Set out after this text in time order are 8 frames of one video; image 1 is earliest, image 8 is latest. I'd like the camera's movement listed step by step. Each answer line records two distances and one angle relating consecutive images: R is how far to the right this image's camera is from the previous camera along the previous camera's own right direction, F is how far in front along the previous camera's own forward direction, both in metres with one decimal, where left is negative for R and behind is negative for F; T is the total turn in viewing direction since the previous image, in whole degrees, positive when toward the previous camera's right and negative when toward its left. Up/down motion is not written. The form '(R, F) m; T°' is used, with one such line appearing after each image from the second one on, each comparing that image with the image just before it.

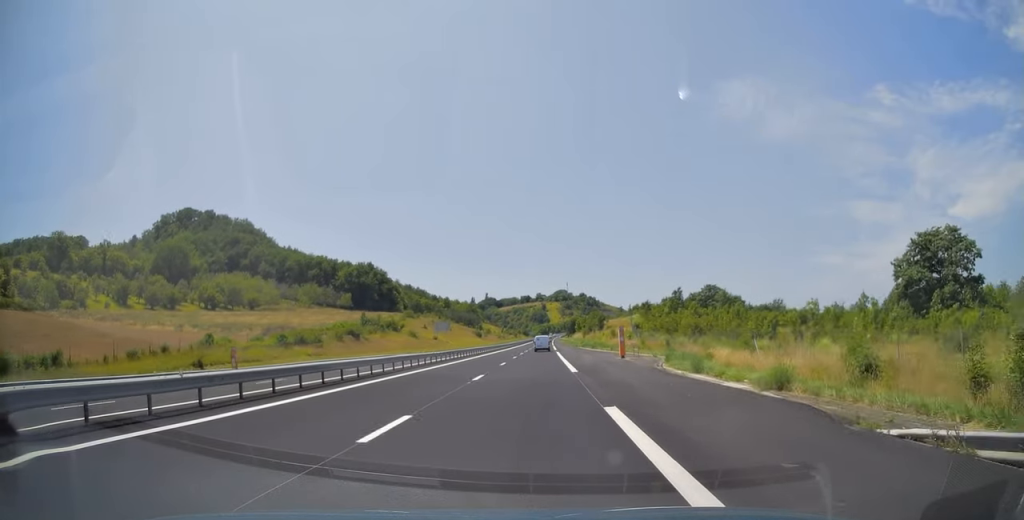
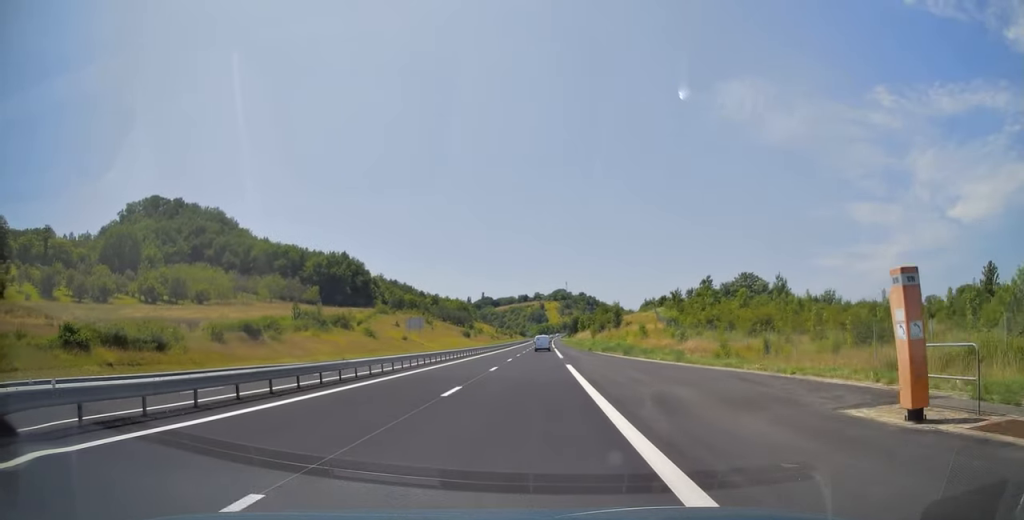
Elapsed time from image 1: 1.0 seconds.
(-0.2, +32.1) m; 0°
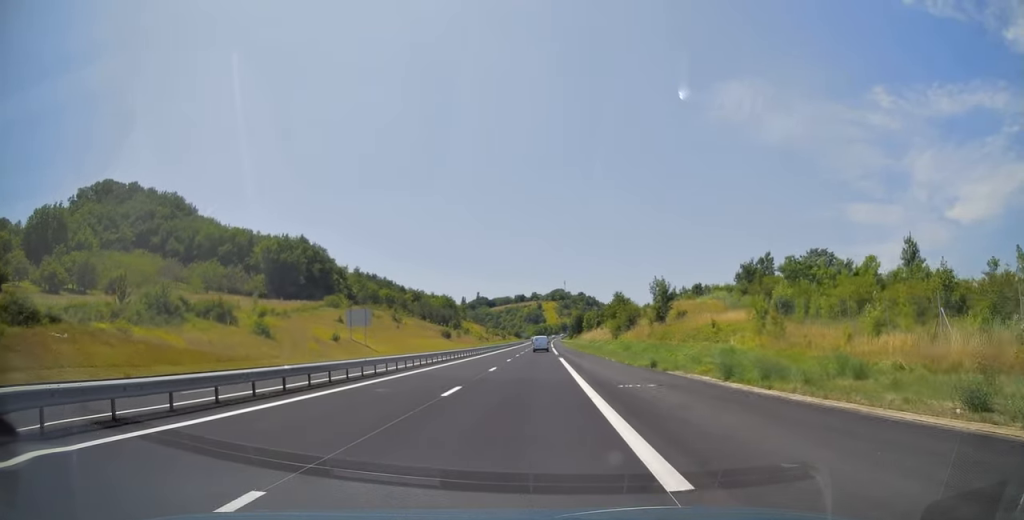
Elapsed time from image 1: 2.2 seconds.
(+0.3, +39.0) m; 0°
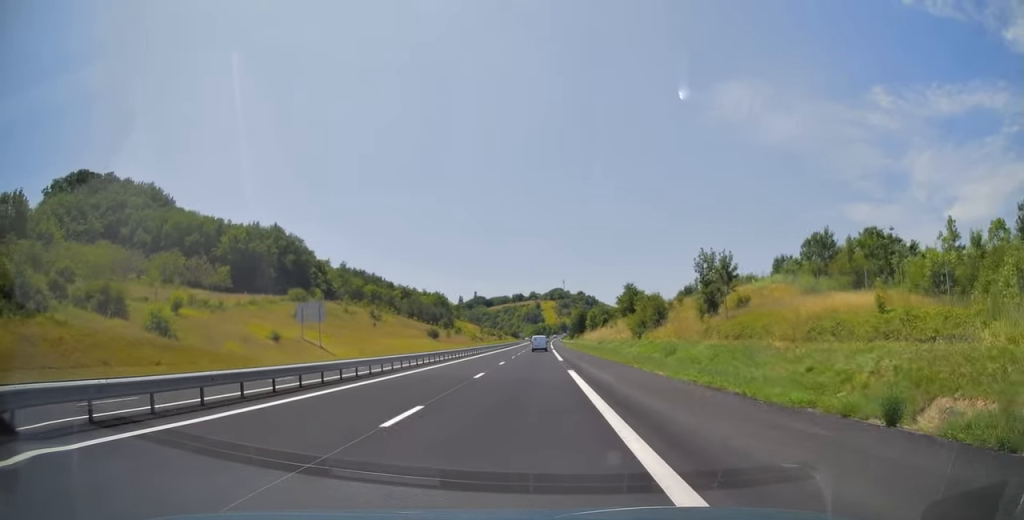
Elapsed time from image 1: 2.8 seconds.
(0.0, +18.7) m; 0°
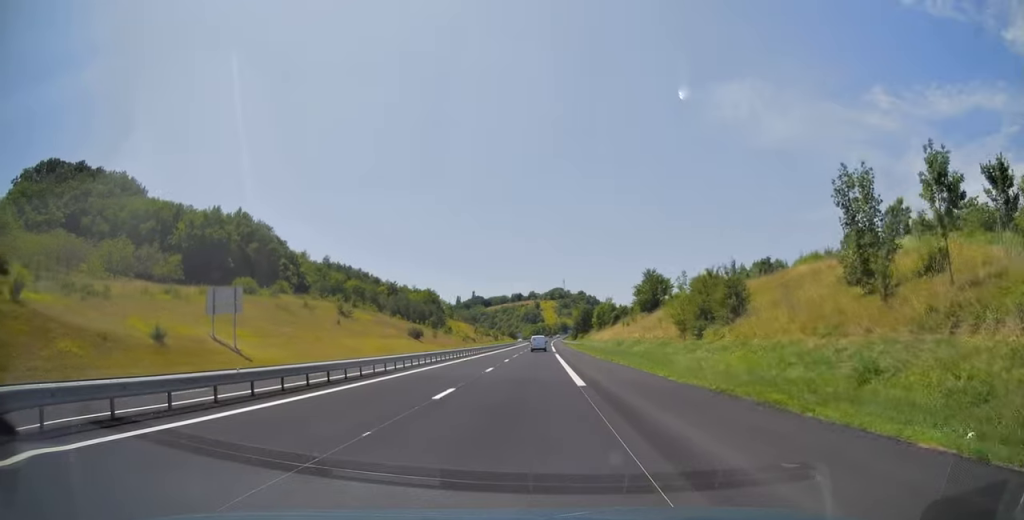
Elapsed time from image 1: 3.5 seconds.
(0.0, +21.3) m; 0°
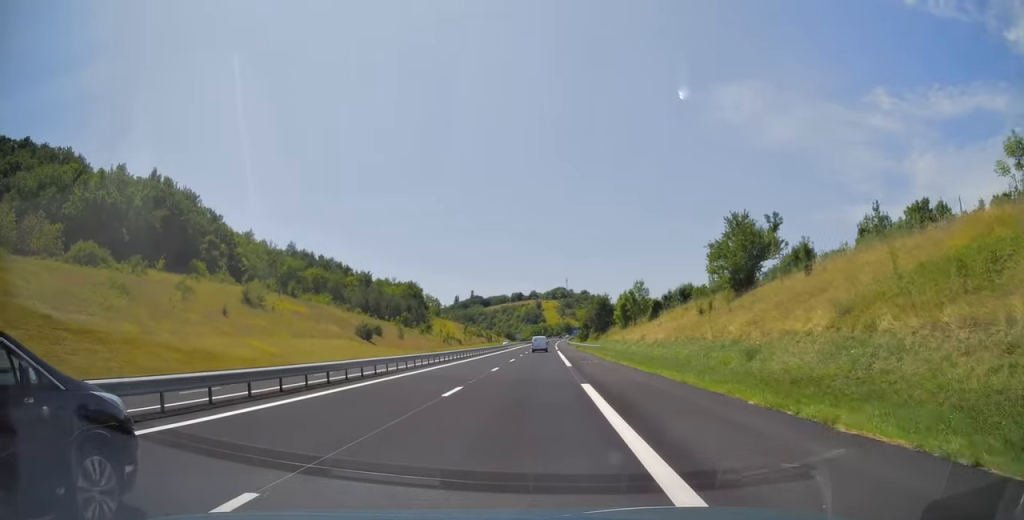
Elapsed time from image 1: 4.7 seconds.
(0.0, +38.4) m; 0°
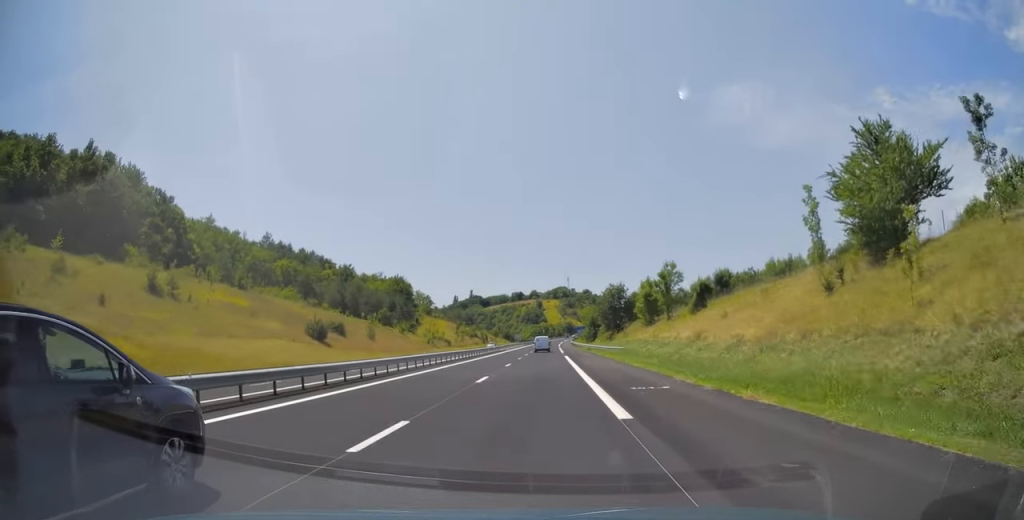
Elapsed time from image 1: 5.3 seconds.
(0.0, +20.8) m; 0°
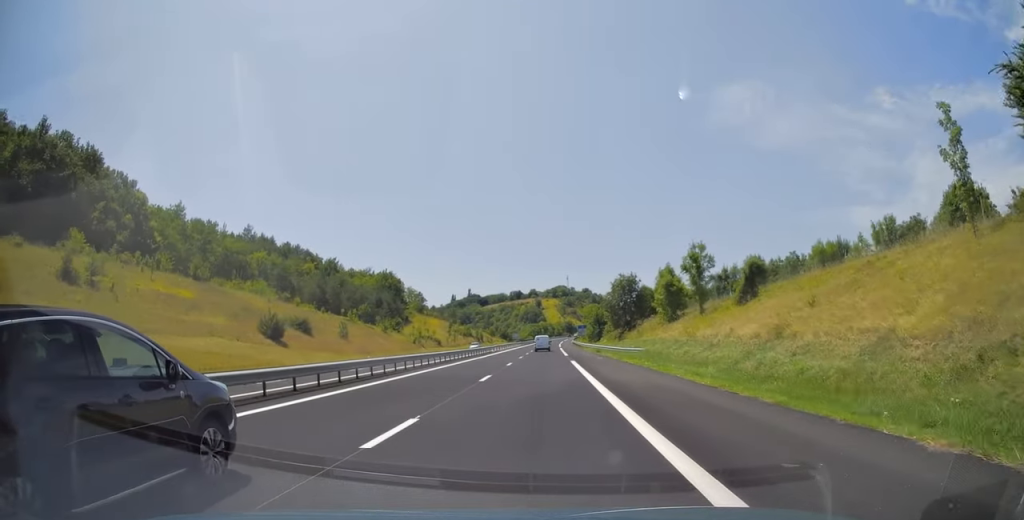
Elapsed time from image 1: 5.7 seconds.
(0.0, +12.8) m; 0°
